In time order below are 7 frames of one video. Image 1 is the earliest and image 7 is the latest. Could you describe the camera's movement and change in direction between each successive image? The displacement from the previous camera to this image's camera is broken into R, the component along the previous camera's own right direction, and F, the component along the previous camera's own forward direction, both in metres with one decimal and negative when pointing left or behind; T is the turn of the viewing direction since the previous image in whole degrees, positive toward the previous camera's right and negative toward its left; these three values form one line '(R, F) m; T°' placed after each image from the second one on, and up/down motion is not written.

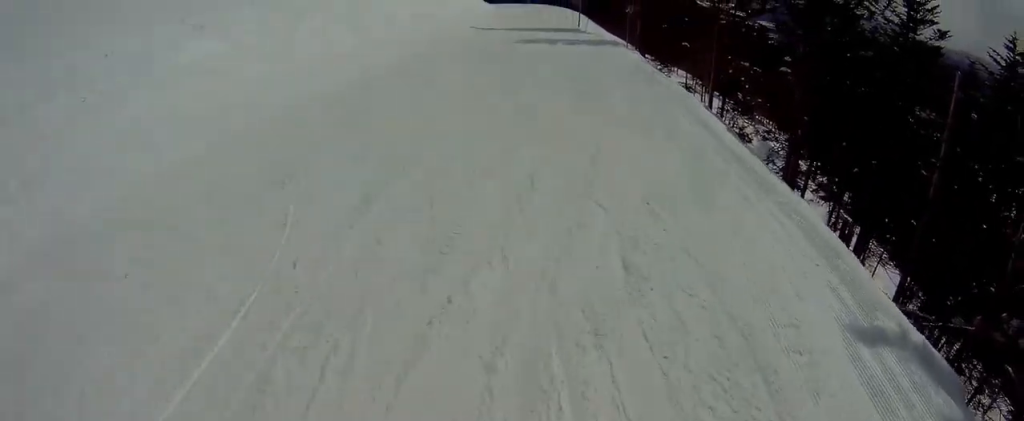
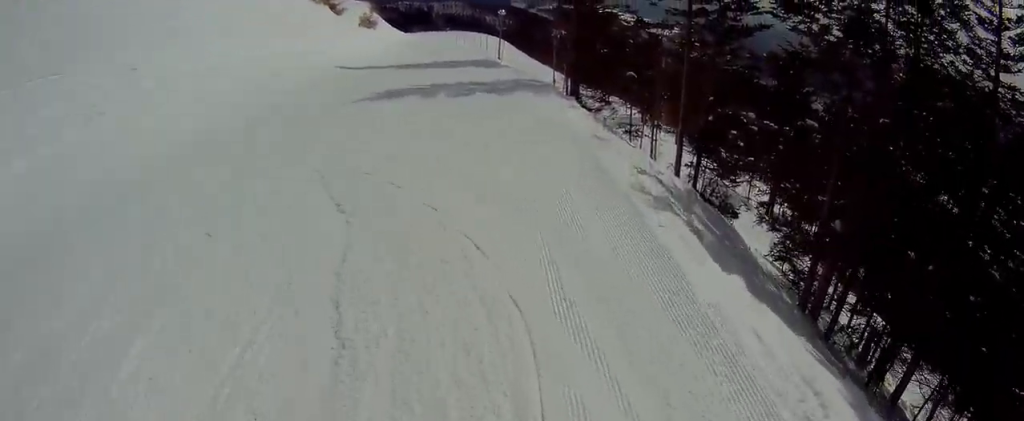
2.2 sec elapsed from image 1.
(+2.2, +10.1) m; +13°
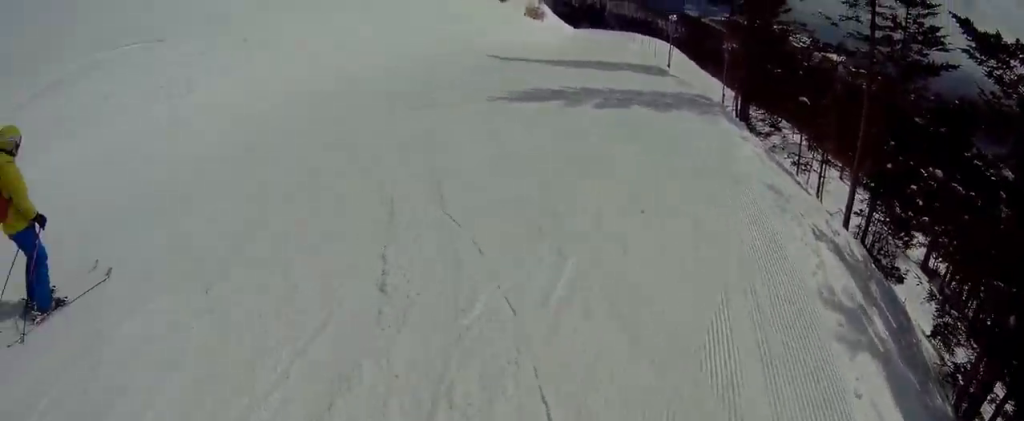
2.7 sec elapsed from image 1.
(-0.1, +2.1) m; 0°
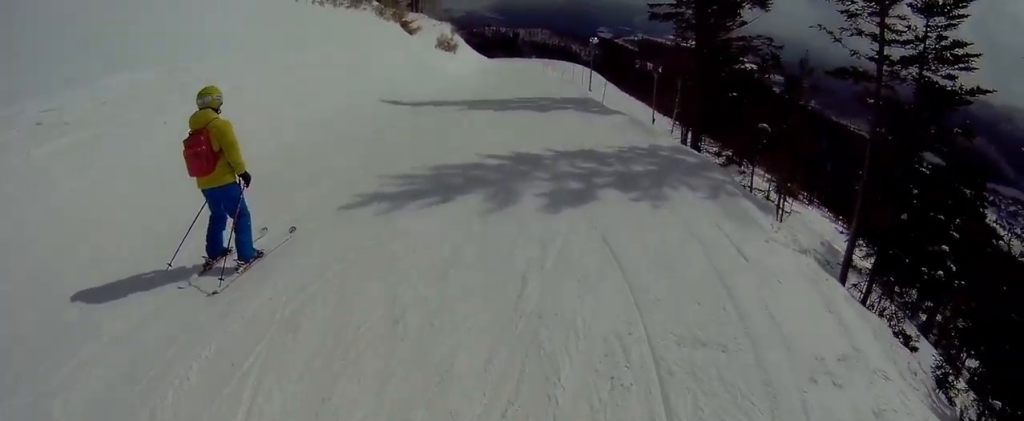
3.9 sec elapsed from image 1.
(+0.4, +5.2) m; 0°
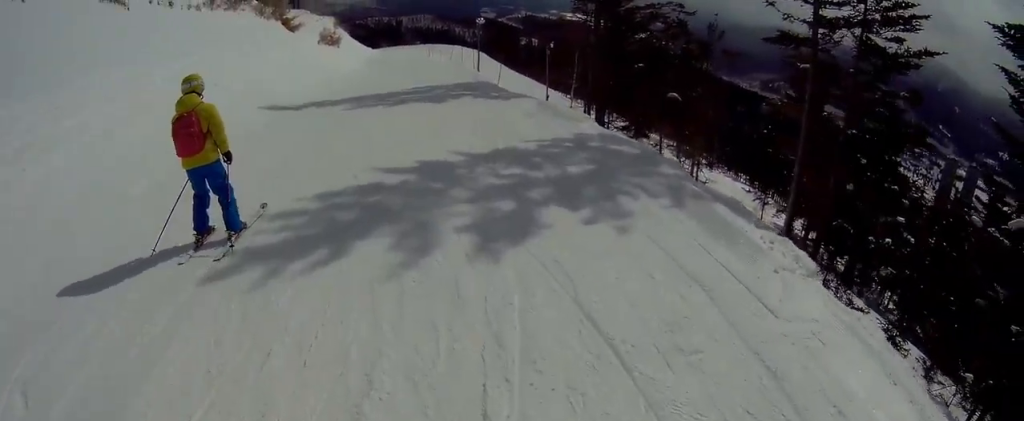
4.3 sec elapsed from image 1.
(-0.3, +1.8) m; 0°
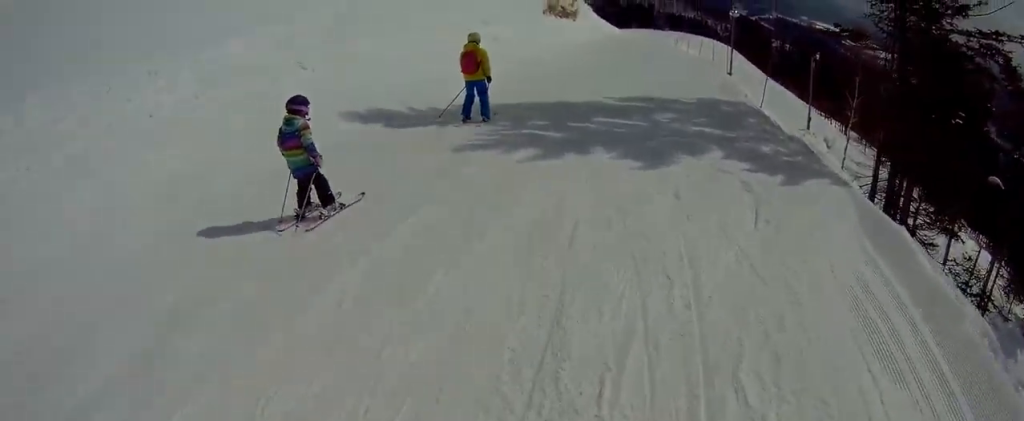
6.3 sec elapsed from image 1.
(-0.5, +7.3) m; -2°
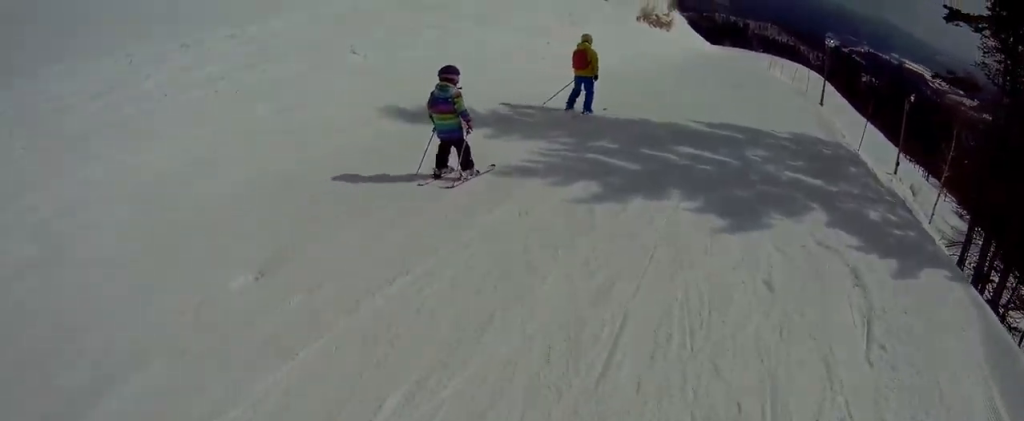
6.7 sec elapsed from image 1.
(-0.2, +1.4) m; +4°
